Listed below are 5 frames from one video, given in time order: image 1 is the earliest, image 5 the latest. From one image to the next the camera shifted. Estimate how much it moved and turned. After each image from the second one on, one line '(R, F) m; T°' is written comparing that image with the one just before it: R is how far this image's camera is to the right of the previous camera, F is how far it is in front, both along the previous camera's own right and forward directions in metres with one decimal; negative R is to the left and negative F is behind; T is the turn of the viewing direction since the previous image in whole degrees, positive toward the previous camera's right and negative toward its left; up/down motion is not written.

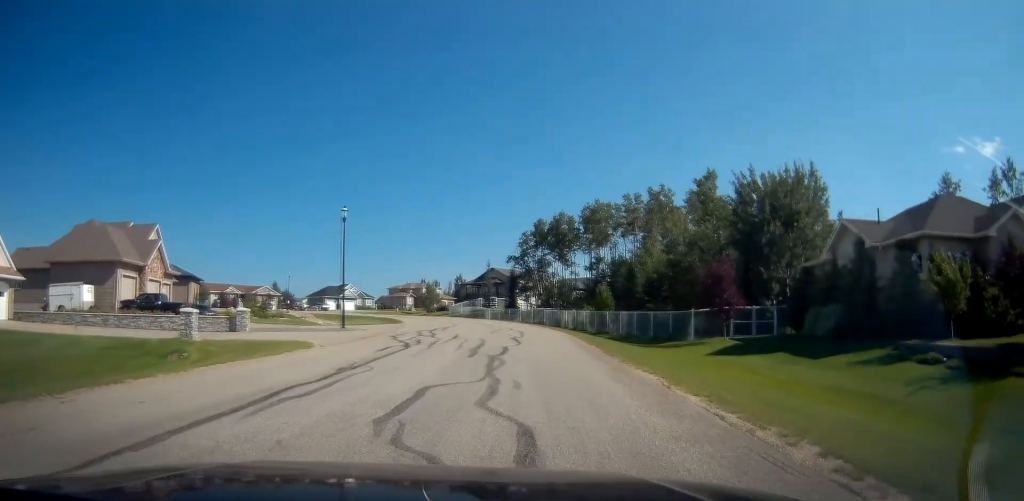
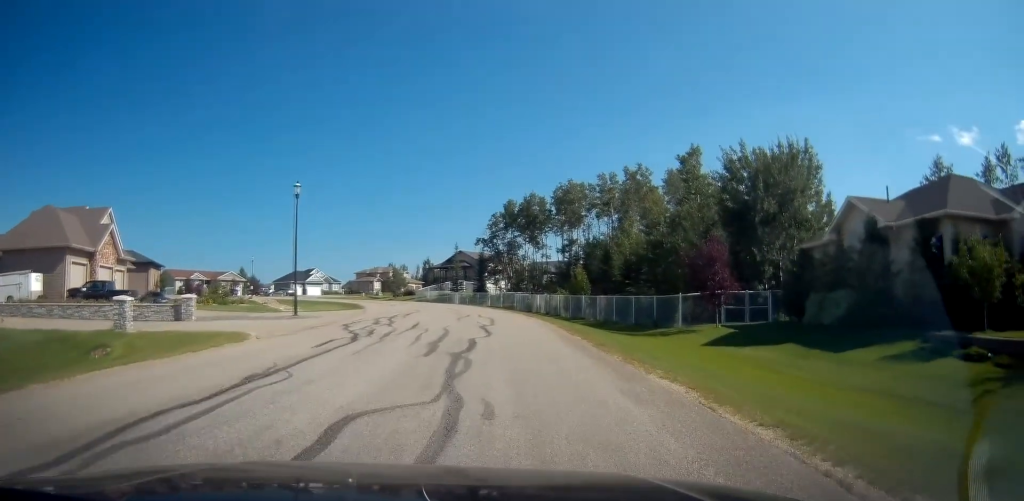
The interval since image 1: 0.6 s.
(+0.3, +3.4) m; +5°
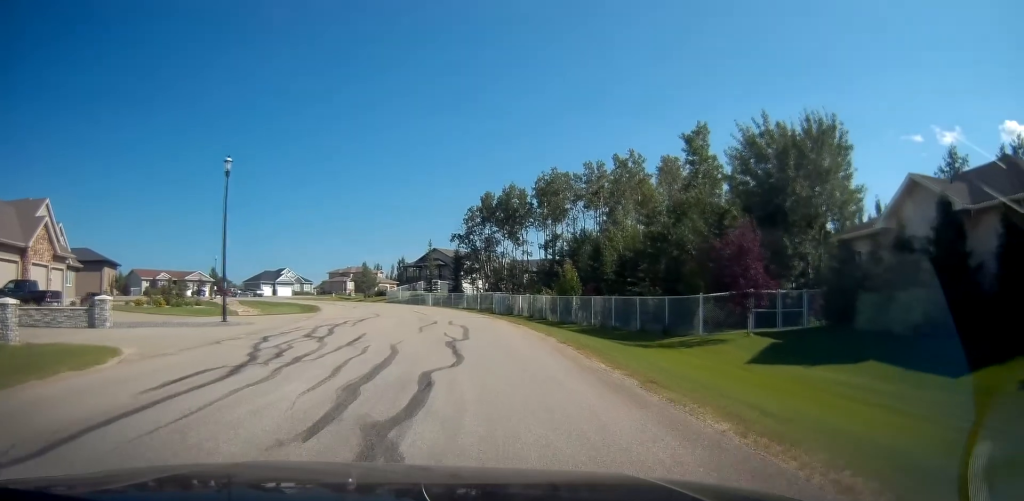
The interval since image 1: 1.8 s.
(0.0, +6.6) m; +1°
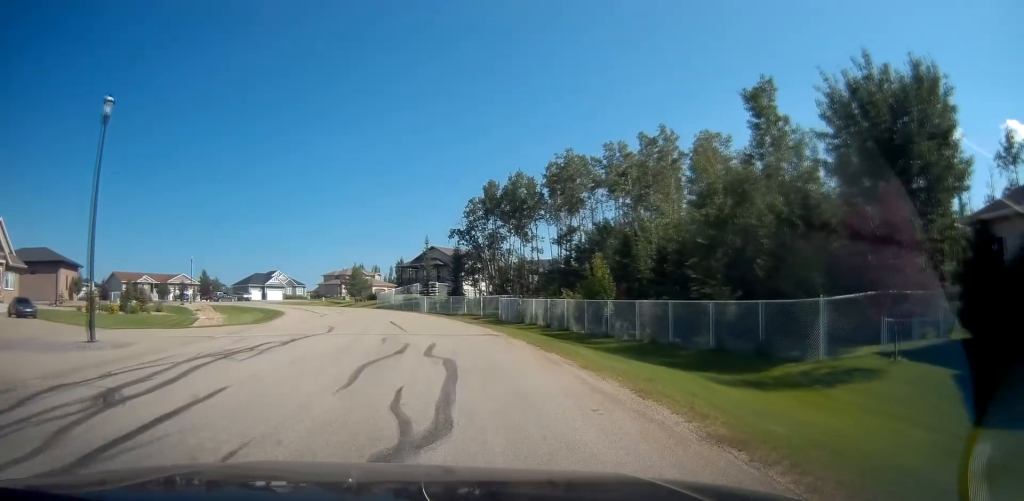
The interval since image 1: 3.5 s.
(+0.3, +9.8) m; -3°
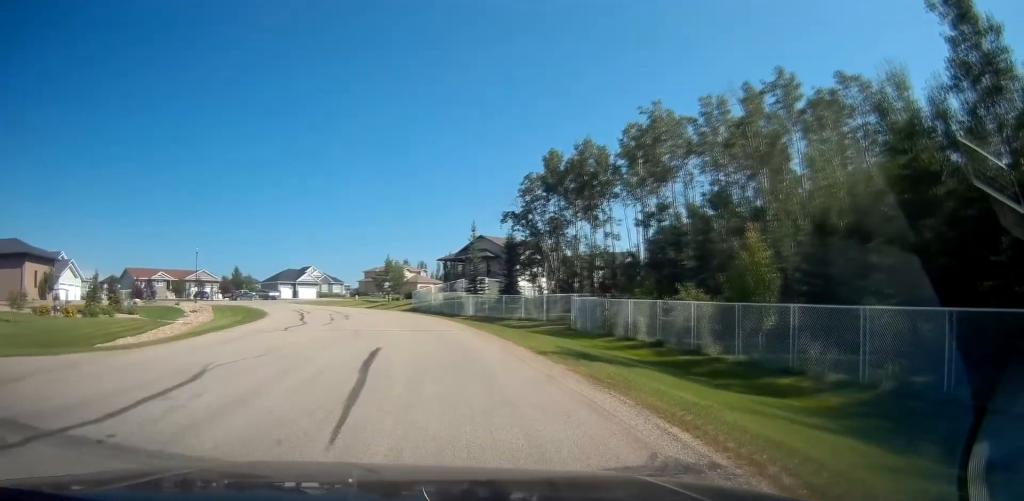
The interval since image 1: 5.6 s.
(-0.1, +13.8) m; -2°
